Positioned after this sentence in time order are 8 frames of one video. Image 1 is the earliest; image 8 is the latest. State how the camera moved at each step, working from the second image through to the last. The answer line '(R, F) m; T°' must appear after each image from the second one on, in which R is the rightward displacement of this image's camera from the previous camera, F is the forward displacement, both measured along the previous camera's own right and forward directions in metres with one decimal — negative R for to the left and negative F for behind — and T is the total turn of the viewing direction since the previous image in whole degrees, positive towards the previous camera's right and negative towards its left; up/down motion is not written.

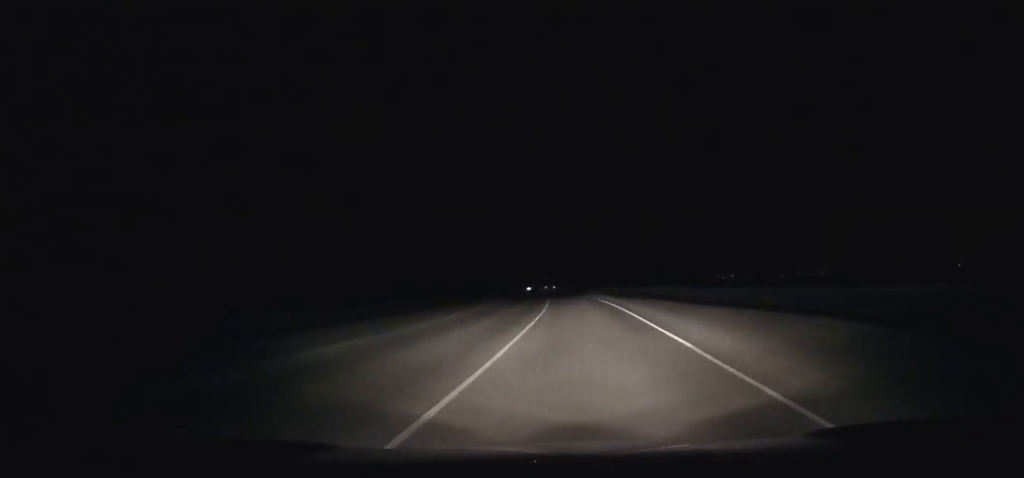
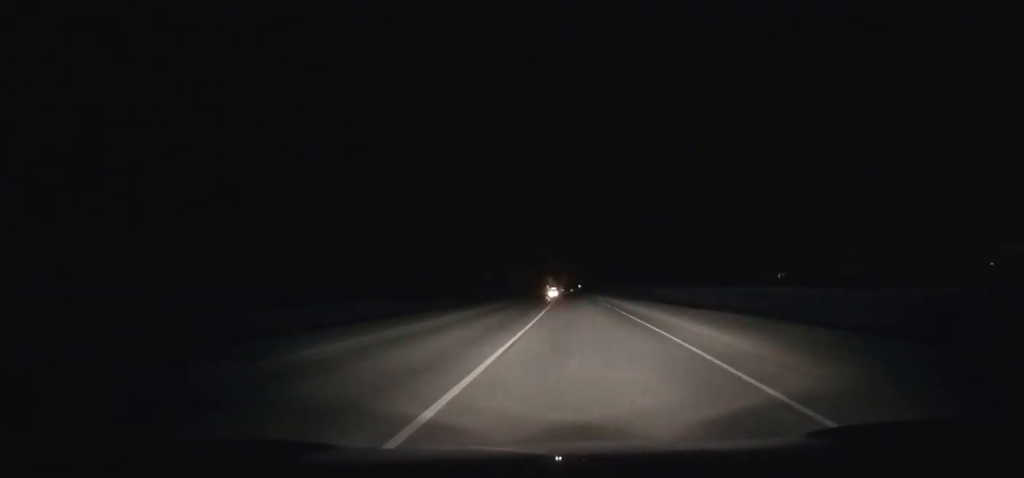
(-2.0, +63.0) m; -2°
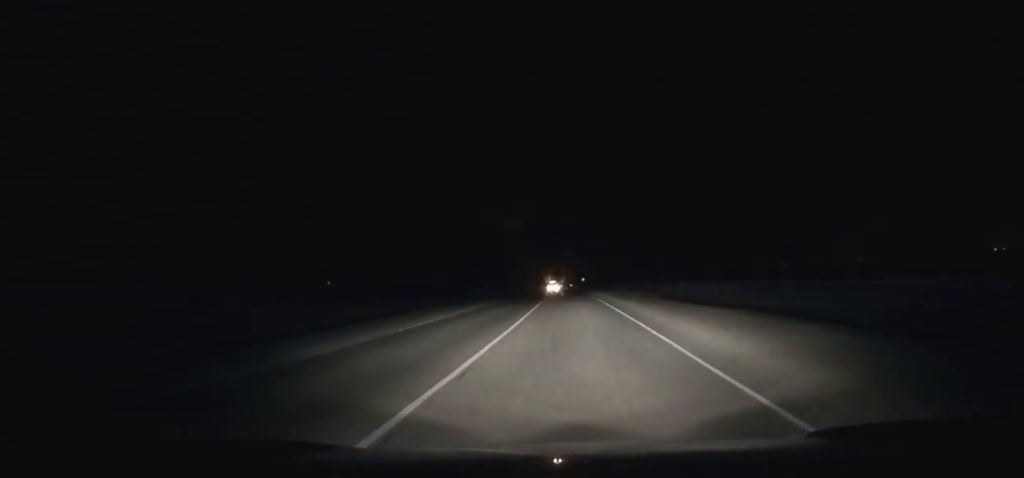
(-0.3, +35.5) m; -1°
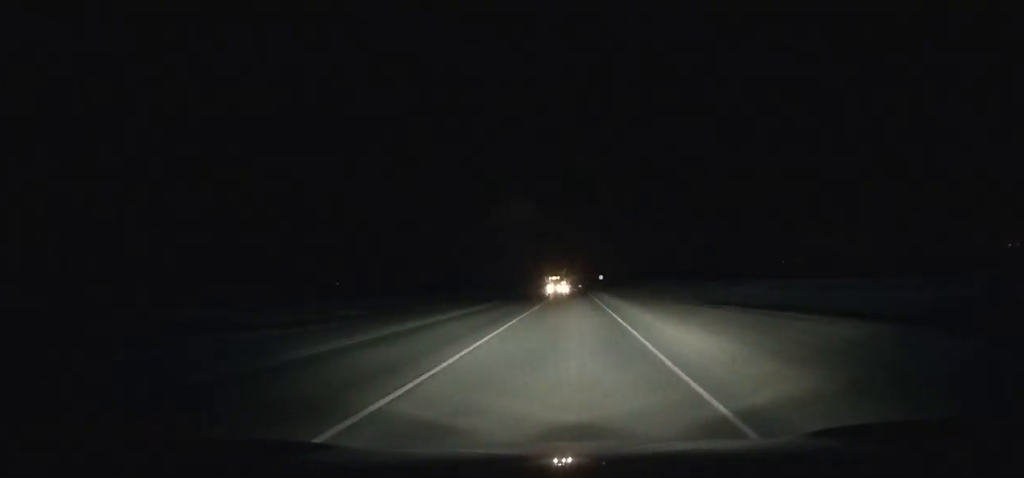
(-0.5, +54.1) m; -1°
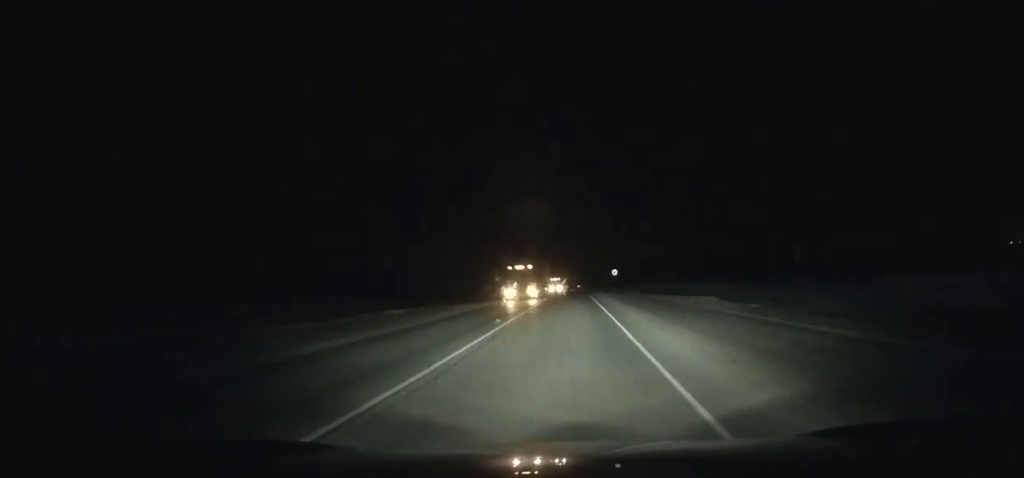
(-0.3, +45.9) m; 0°
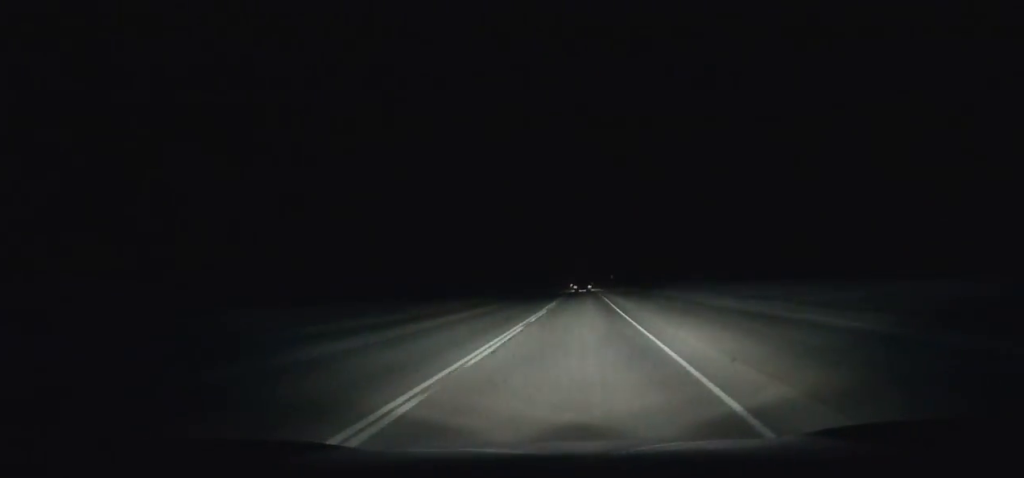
(-1.0, +116.8) m; -1°
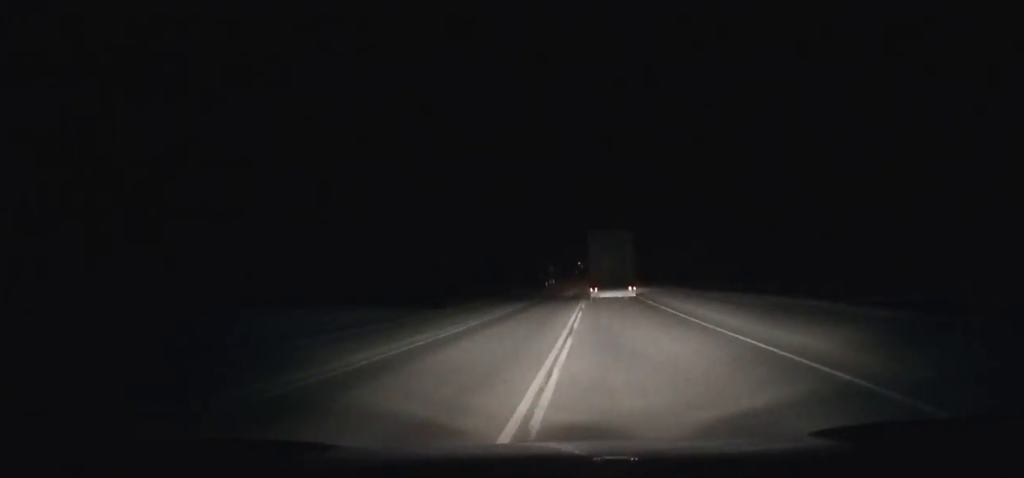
(+0.1, +237.1) m; 0°
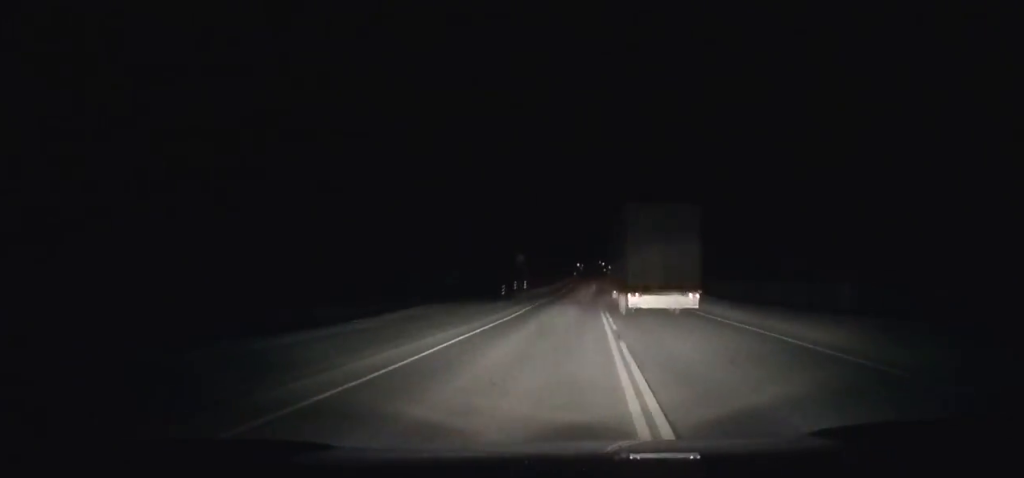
(0.0, +49.4) m; 0°
